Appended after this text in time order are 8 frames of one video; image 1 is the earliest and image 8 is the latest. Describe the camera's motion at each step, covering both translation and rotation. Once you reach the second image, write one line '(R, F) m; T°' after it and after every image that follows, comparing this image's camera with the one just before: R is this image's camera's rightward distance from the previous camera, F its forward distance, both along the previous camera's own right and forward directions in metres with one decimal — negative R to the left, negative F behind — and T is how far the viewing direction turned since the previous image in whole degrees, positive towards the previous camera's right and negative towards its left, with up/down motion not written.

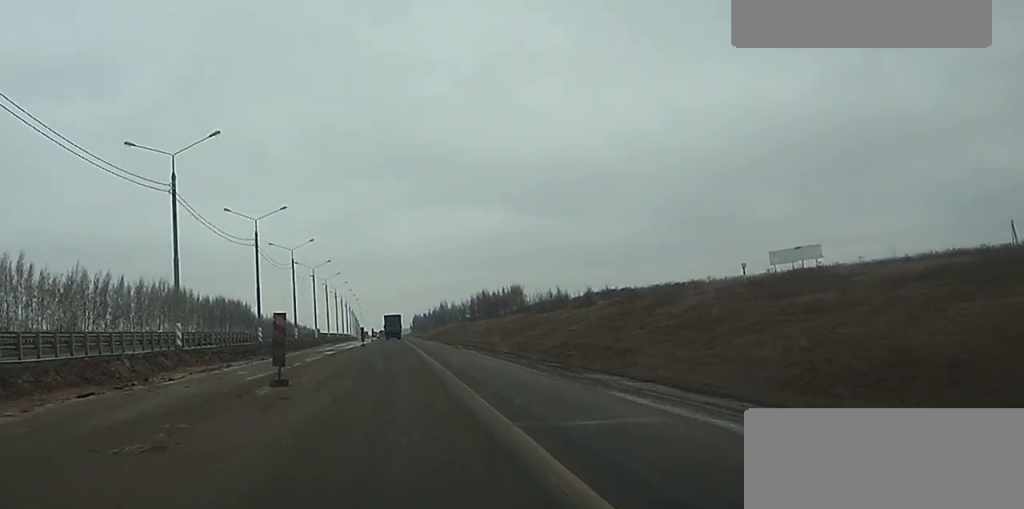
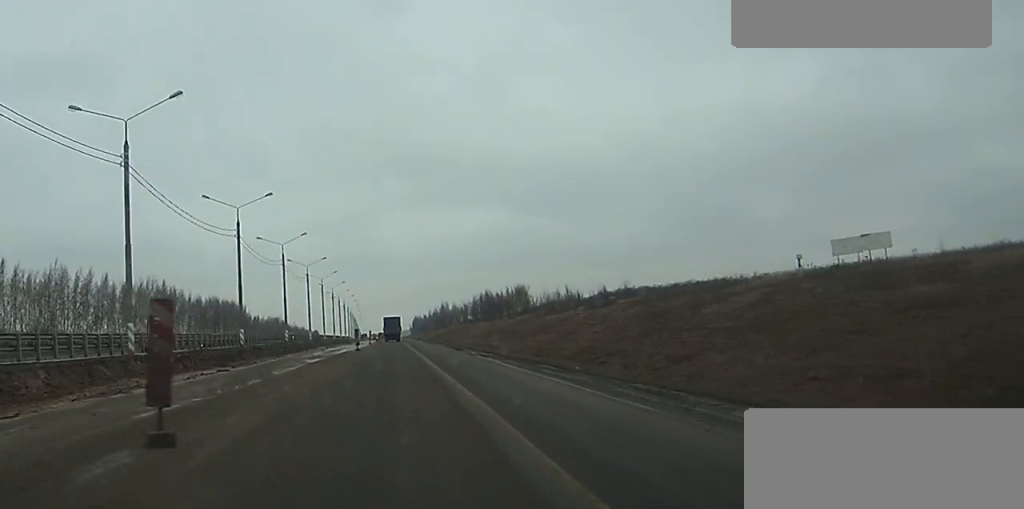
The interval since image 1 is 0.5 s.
(0.0, +10.1) m; 0°
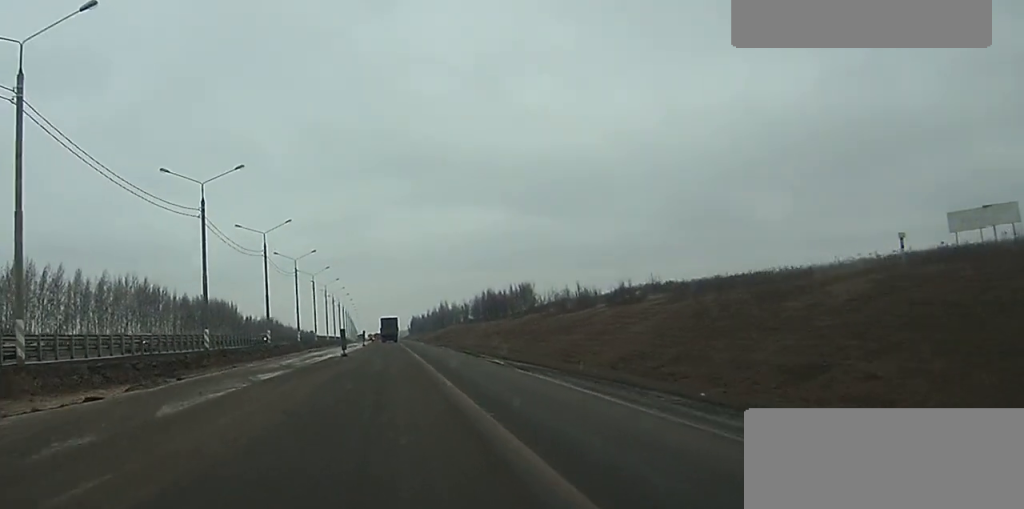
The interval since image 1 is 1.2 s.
(0.0, +13.5) m; 0°
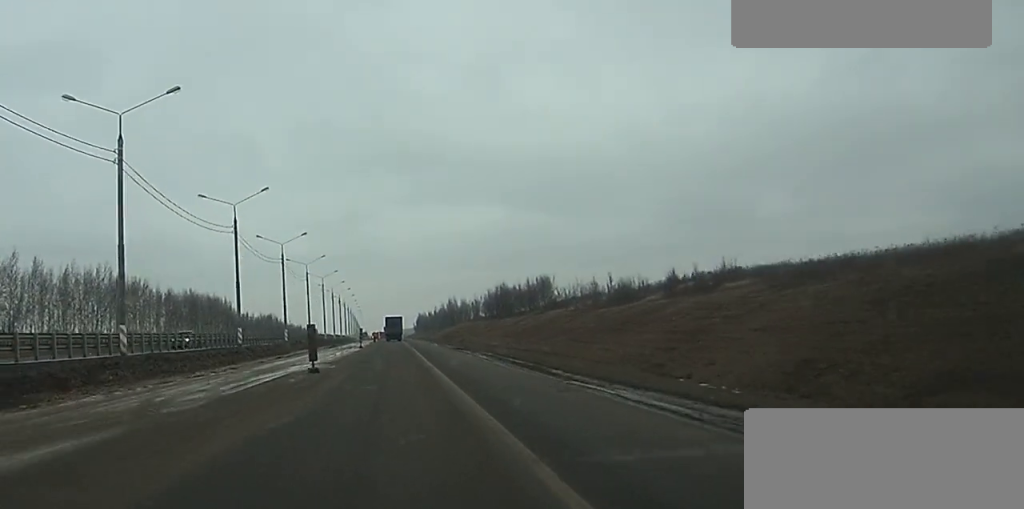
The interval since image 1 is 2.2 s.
(0.0, +21.0) m; 0°
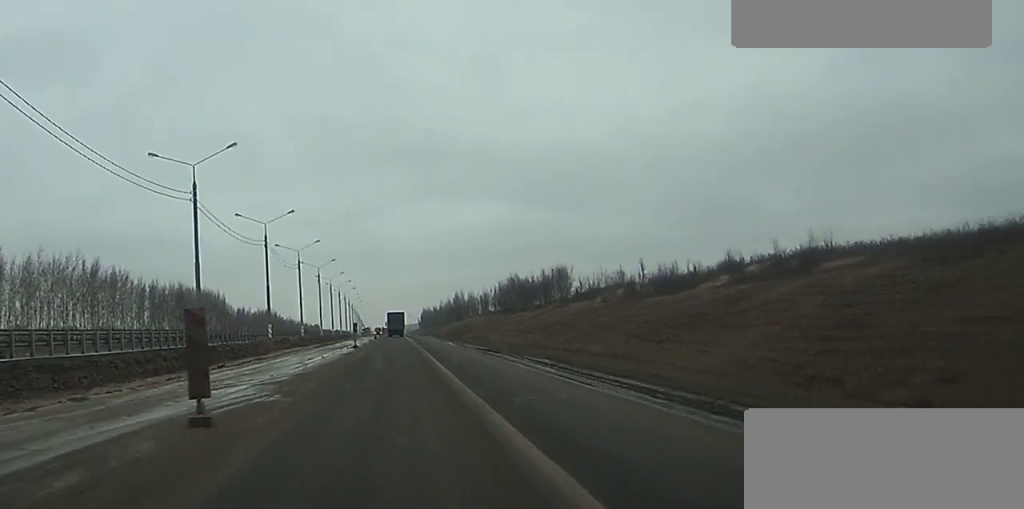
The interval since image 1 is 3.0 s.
(0.0, +16.9) m; 0°
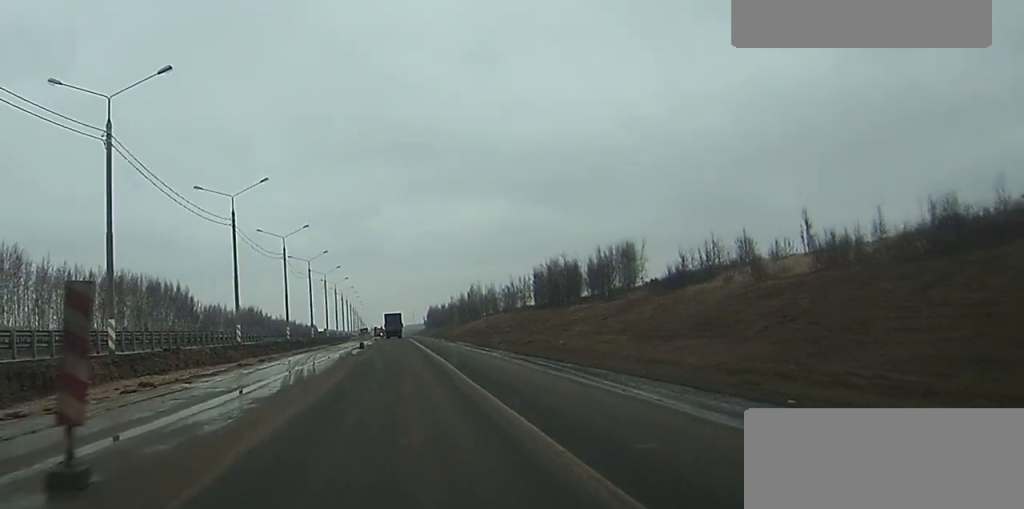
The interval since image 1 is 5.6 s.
(-0.6, +52.6) m; -1°
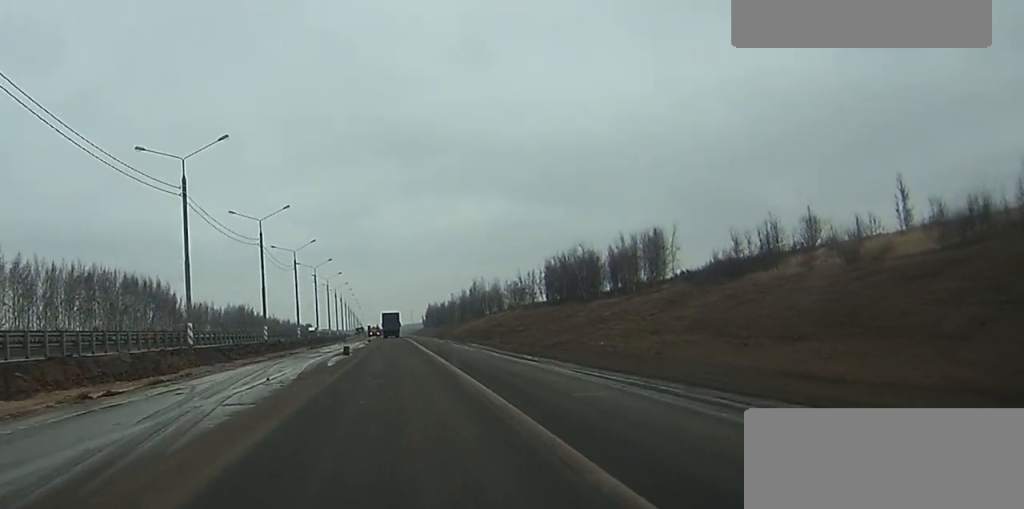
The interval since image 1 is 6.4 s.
(0.0, +16.5) m; 0°
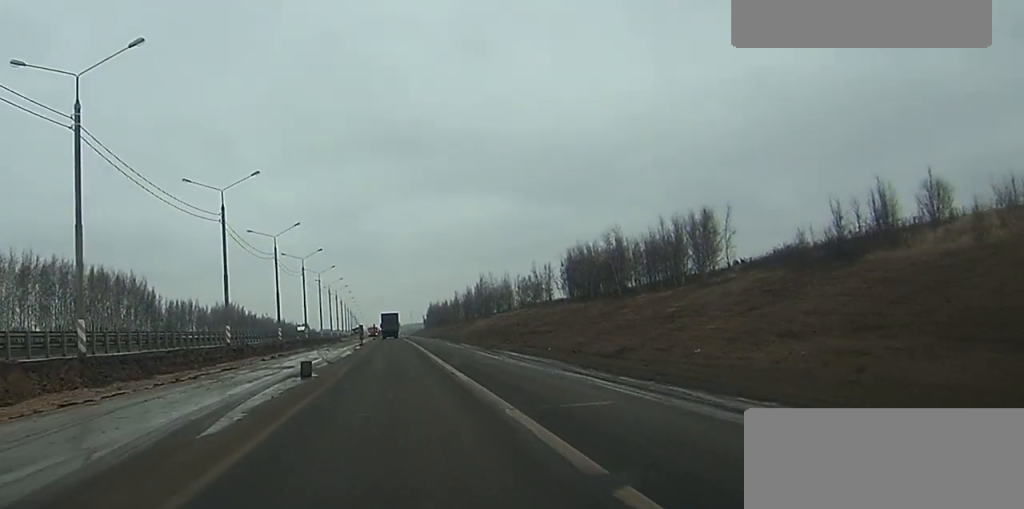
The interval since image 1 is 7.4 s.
(0.0, +20.0) m; 0°
